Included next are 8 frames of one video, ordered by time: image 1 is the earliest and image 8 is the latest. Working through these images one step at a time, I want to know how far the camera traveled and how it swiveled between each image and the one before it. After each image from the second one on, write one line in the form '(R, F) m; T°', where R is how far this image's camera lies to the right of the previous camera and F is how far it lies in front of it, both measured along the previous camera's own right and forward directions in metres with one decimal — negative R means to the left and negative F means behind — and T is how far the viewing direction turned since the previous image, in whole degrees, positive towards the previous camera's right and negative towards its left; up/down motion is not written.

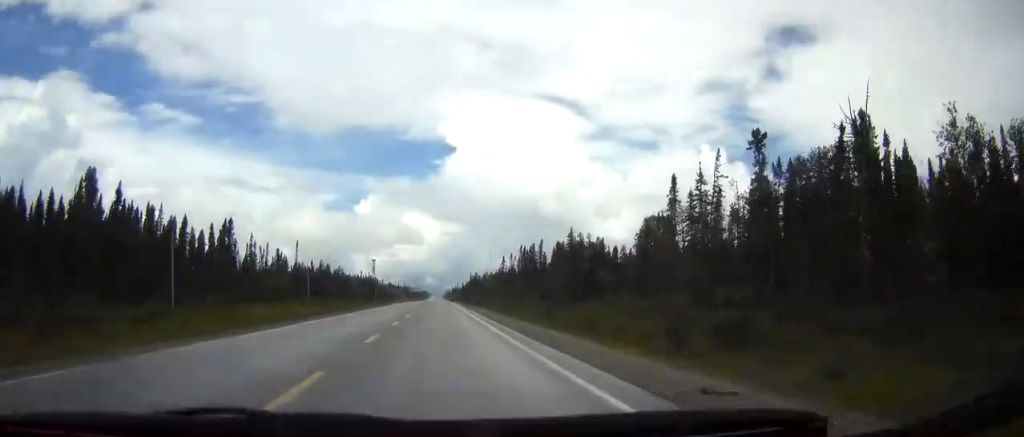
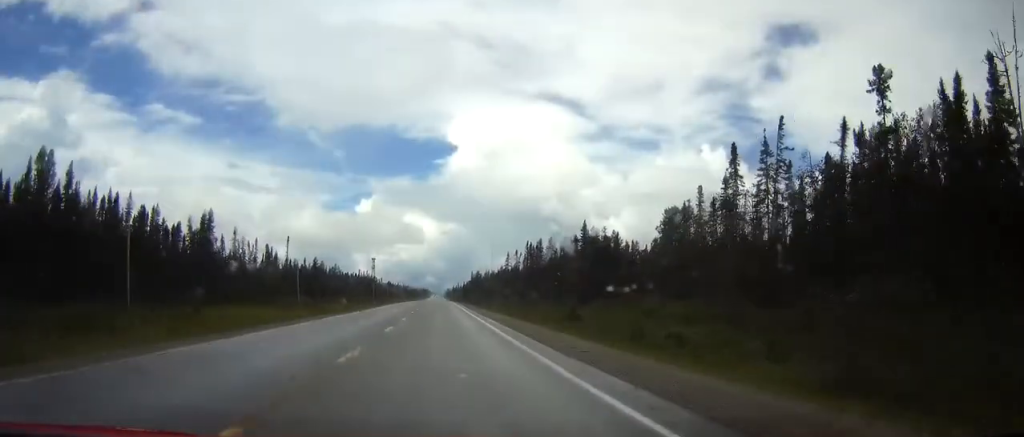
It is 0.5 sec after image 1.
(0.0, +13.3) m; 0°
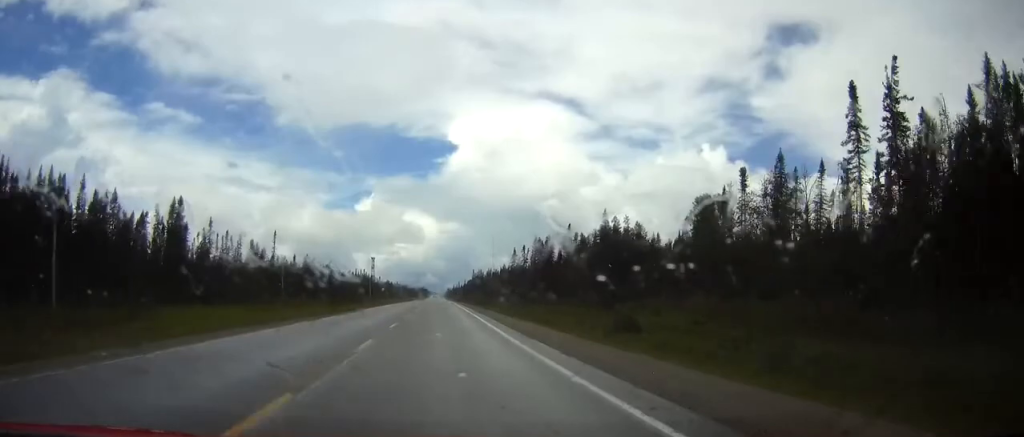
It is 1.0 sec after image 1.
(+0.1, +16.1) m; 0°
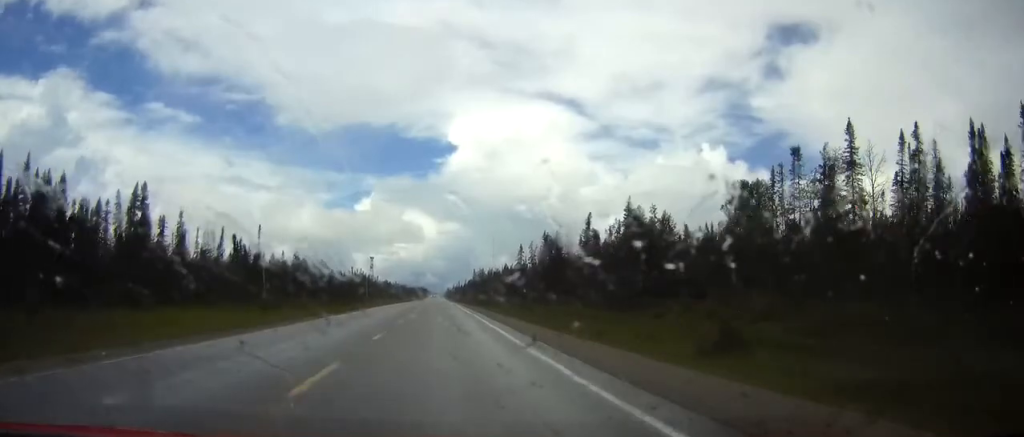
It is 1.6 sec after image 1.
(0.0, +15.2) m; 0°
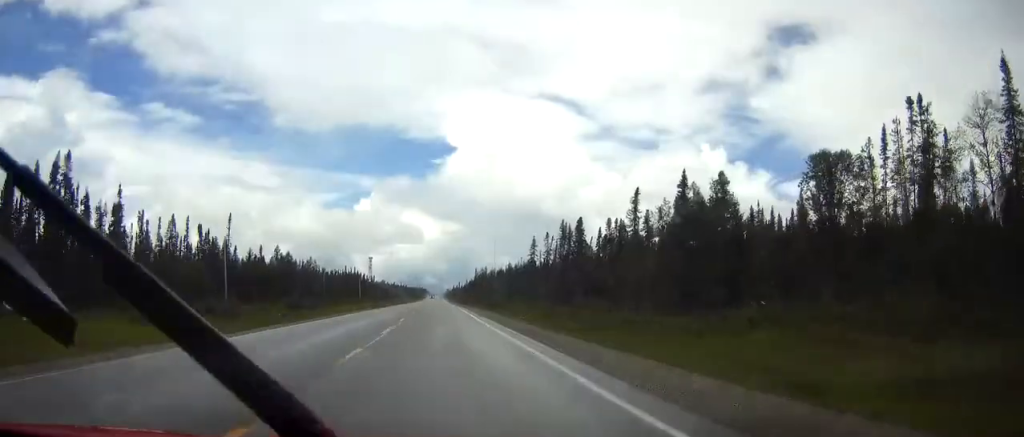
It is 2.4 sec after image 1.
(-0.1, +23.7) m; 0°
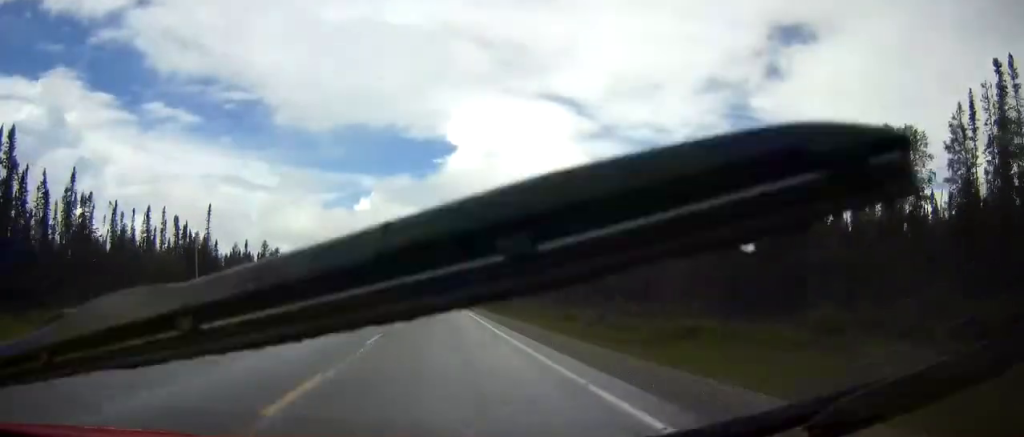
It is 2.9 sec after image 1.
(0.0, +13.3) m; 0°
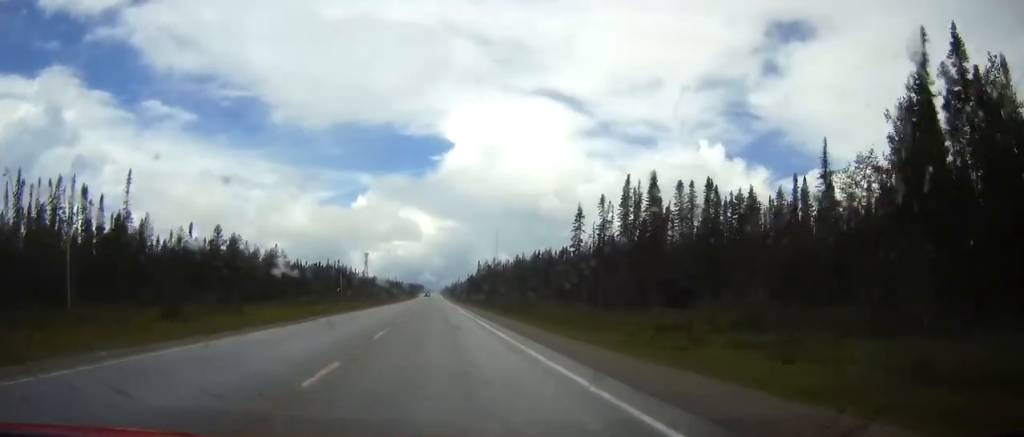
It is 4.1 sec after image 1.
(0.0, +35.1) m; 0°
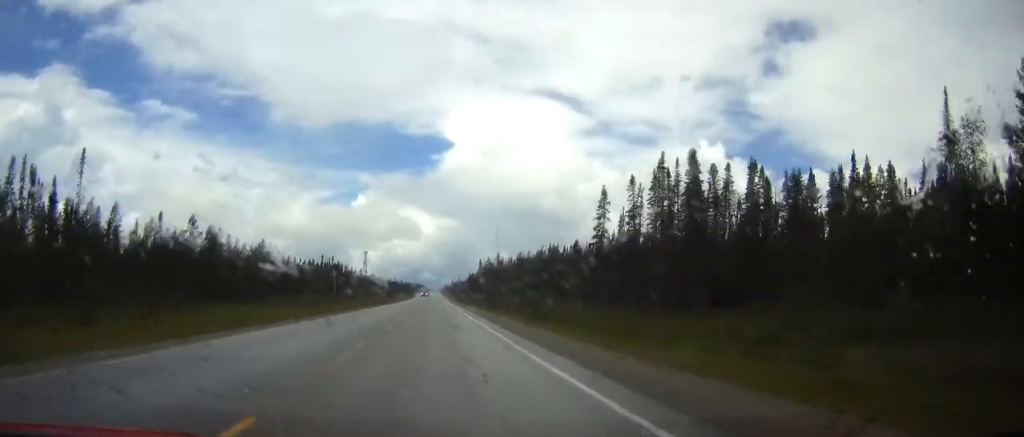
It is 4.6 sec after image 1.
(0.0, +14.3) m; 0°
